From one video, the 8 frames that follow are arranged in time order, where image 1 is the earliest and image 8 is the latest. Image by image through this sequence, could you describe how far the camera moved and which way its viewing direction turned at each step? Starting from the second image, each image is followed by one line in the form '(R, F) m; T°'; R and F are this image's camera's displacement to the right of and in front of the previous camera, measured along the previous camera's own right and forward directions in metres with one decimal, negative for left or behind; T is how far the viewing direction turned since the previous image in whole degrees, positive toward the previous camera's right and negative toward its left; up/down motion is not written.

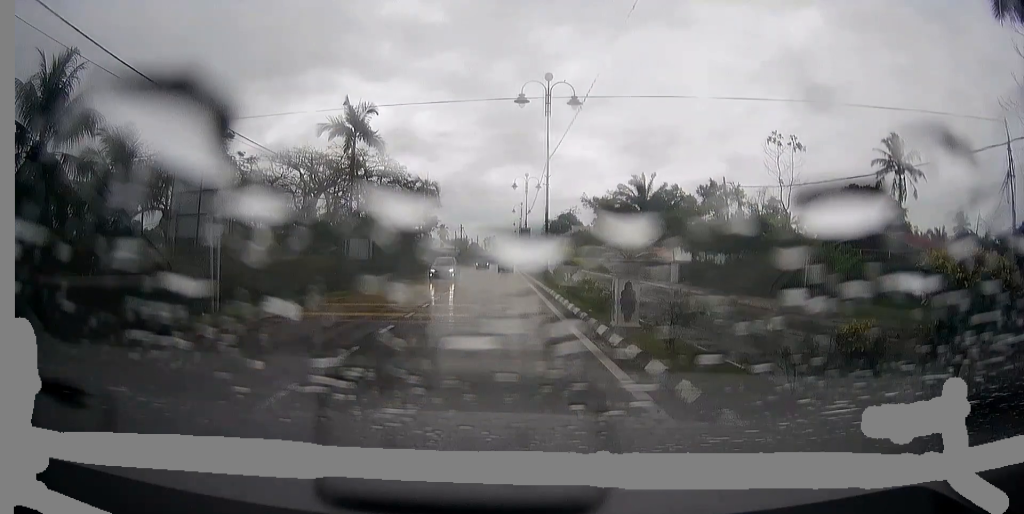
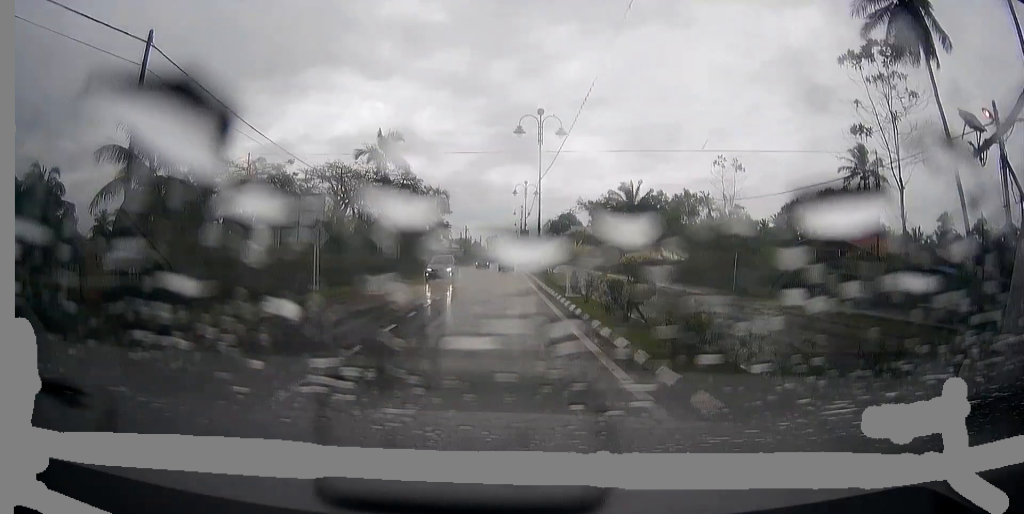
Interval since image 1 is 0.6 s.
(0.0, +8.6) m; 0°
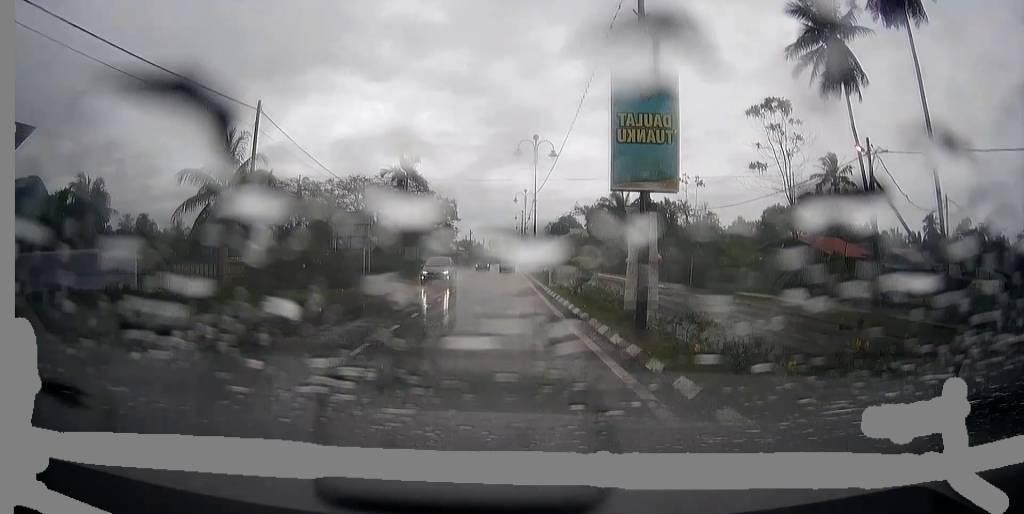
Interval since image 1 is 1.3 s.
(0.0, +9.2) m; 0°
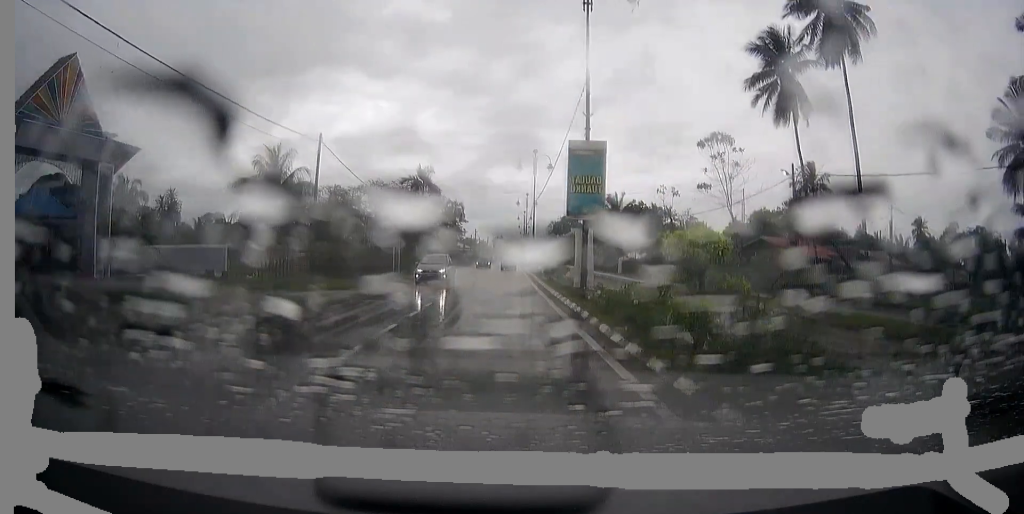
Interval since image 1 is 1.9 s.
(0.0, +7.2) m; 0°
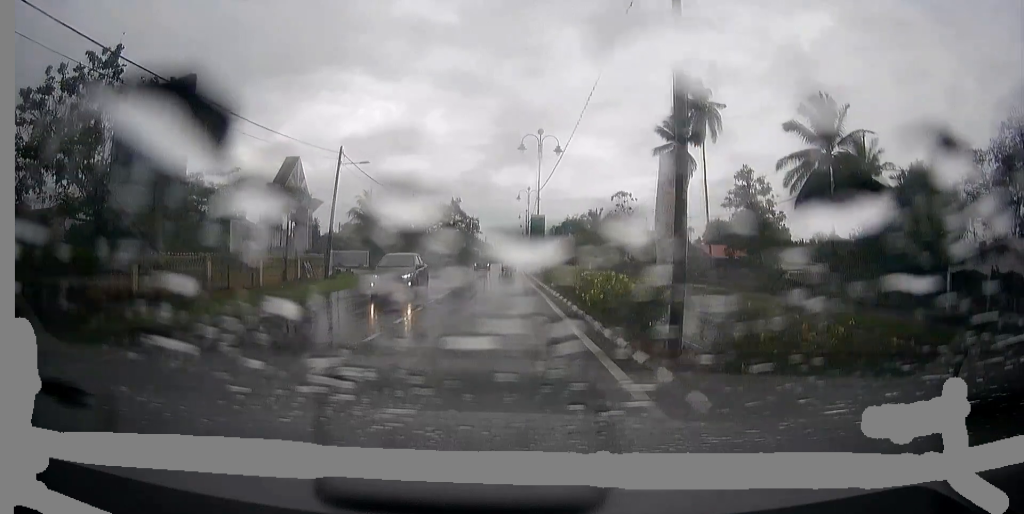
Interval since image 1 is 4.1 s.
(+0.2, +28.5) m; +1°
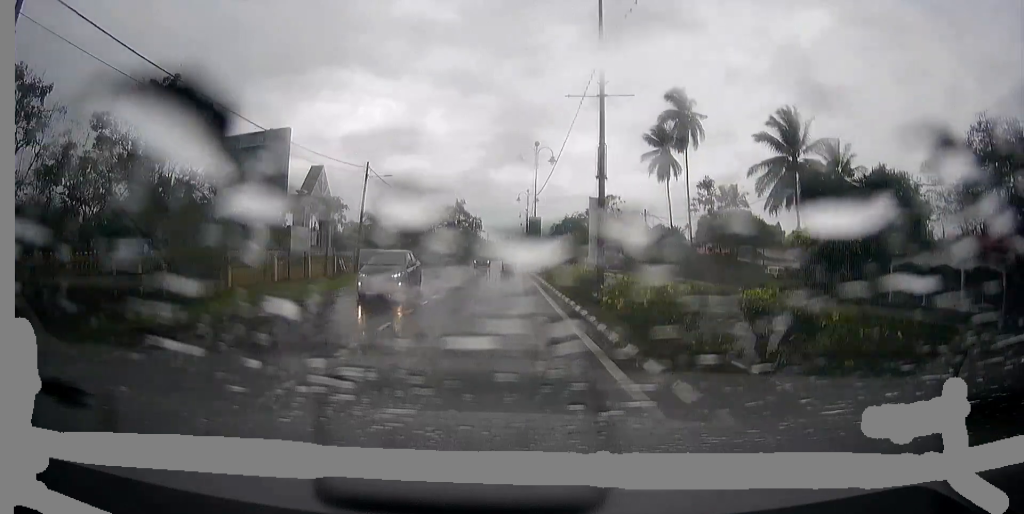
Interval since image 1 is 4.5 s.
(0.0, +5.9) m; 0°
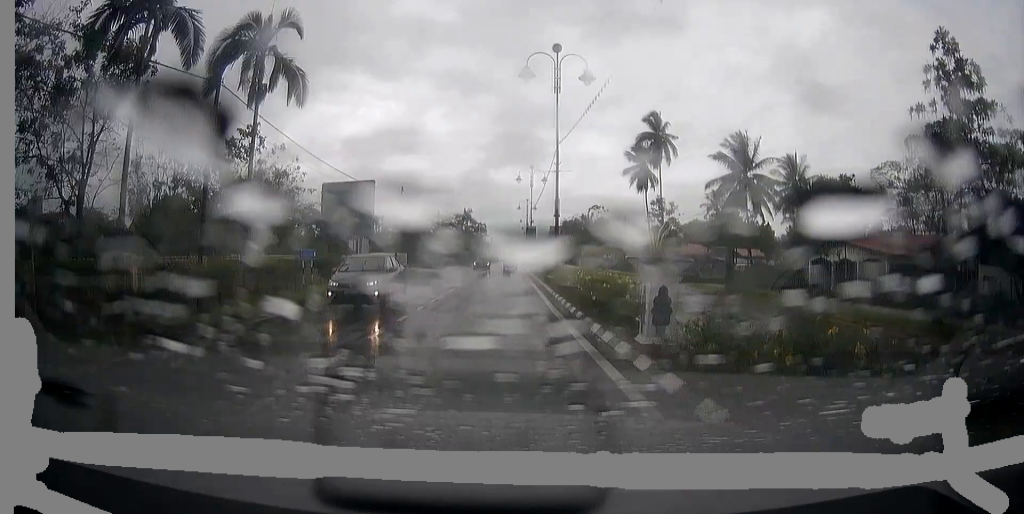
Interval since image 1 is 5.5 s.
(0.0, +13.5) m; +1°
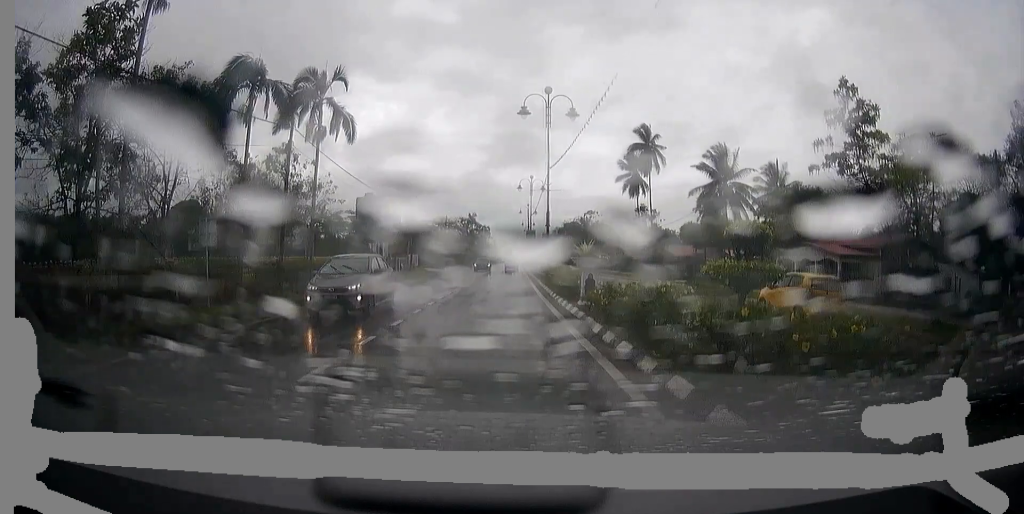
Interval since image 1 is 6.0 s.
(+0.1, +7.6) m; 0°
